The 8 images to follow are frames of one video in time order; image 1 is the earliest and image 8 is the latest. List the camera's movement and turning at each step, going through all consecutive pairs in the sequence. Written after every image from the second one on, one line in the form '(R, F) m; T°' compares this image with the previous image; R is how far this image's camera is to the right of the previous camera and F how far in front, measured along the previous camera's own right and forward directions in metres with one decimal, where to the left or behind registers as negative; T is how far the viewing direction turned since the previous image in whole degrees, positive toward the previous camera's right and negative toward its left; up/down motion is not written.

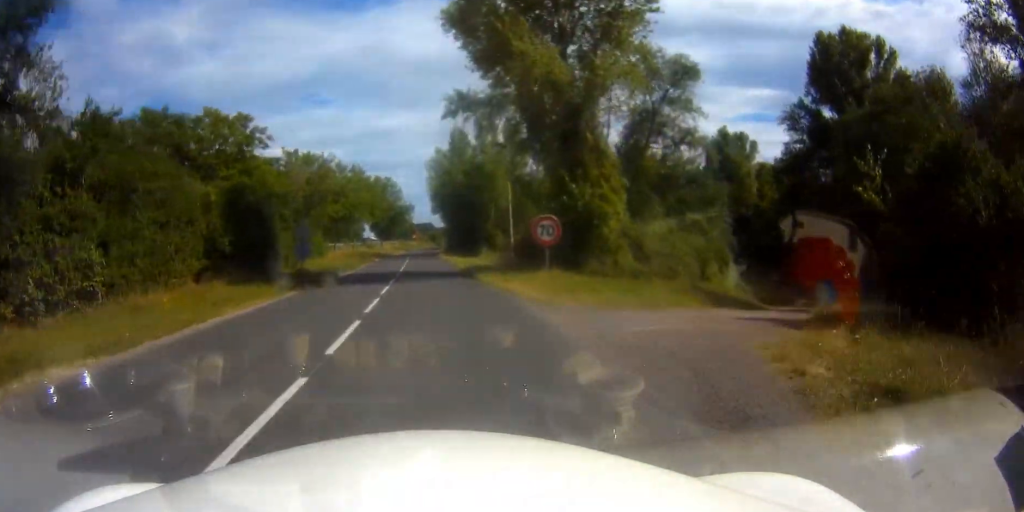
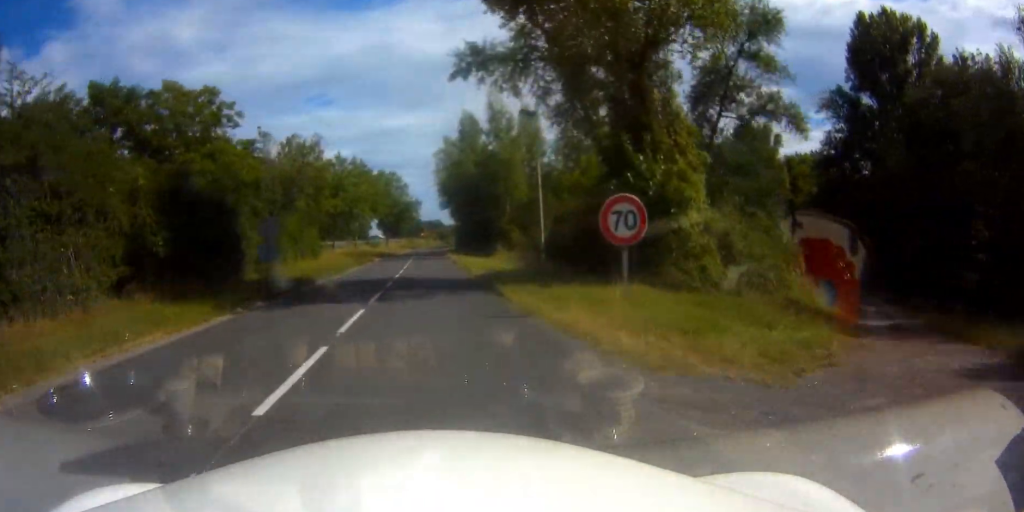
(0.0, +7.0) m; -1°
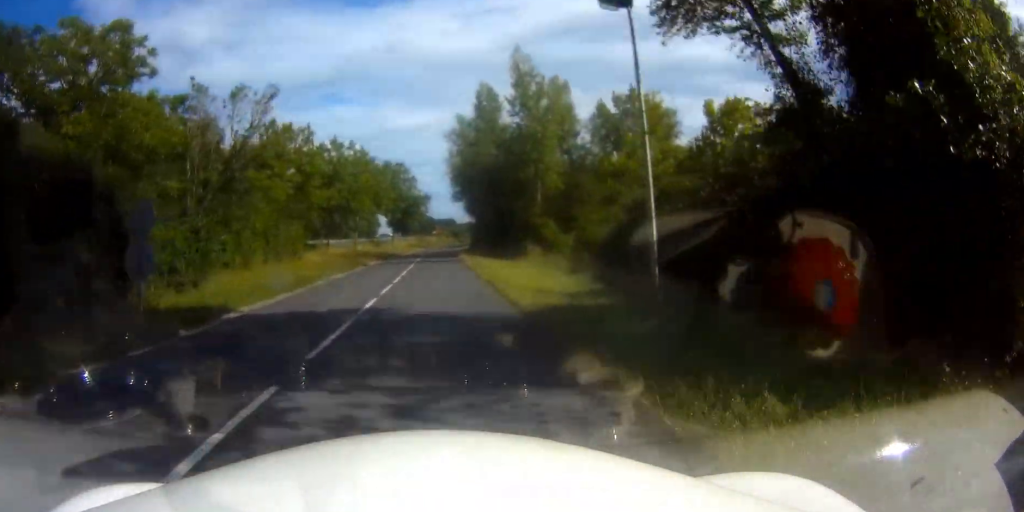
(-0.2, +10.9) m; -1°
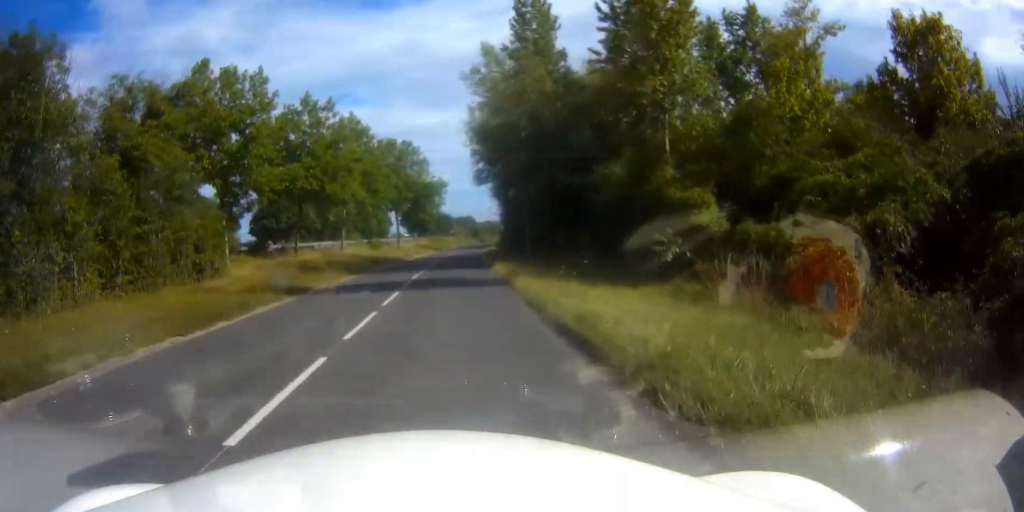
(-0.1, +20.5) m; 0°
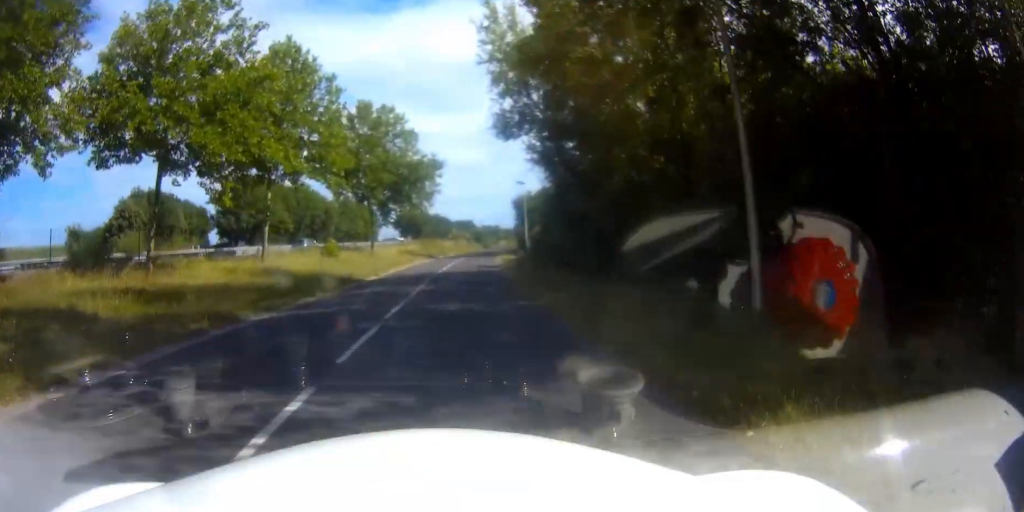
(+0.1, +23.3) m; +1°
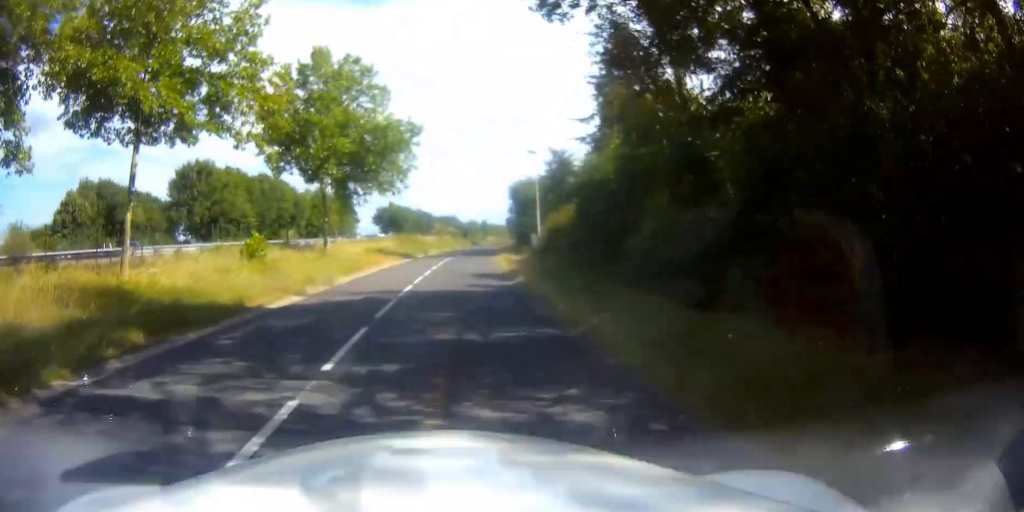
(+0.1, +13.8) m; +1°
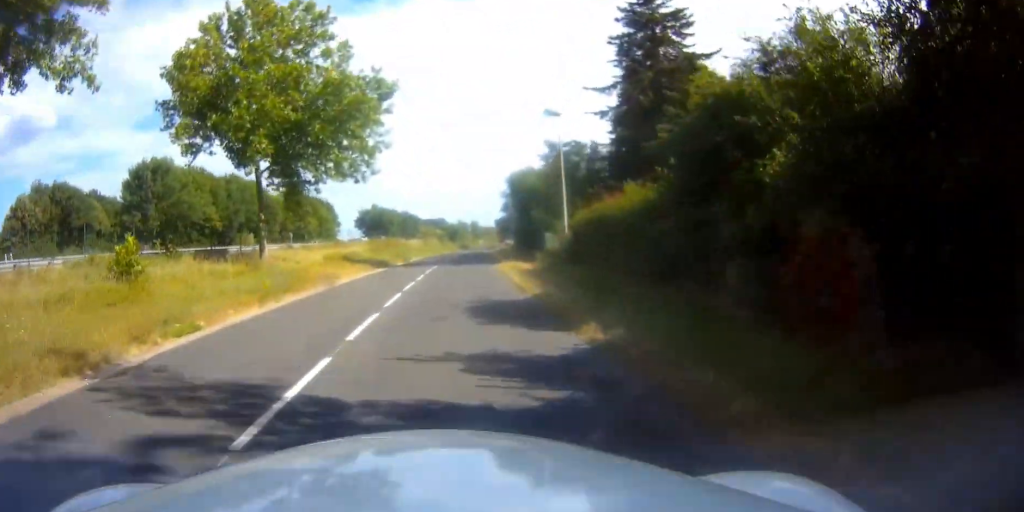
(+0.1, +11.0) m; +1°
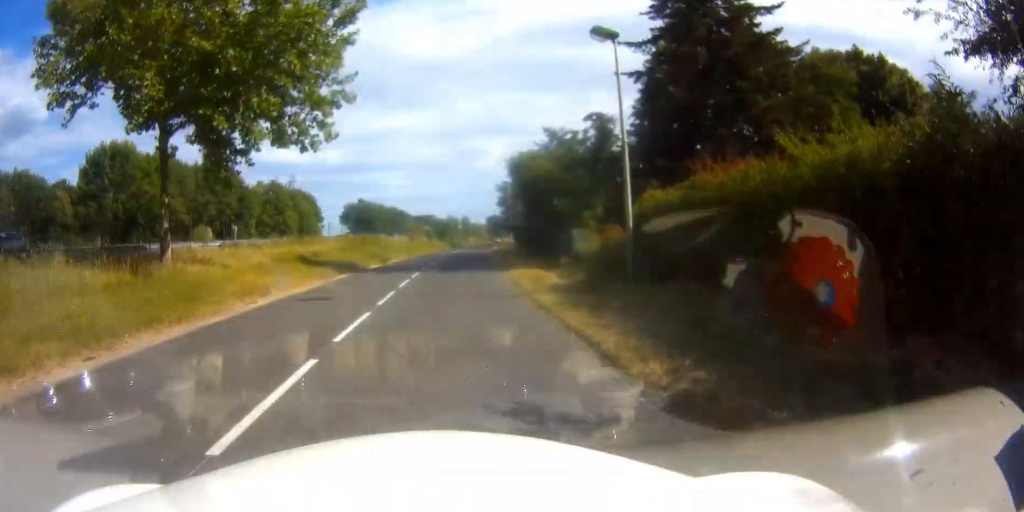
(+0.1, +9.1) m; +1°
